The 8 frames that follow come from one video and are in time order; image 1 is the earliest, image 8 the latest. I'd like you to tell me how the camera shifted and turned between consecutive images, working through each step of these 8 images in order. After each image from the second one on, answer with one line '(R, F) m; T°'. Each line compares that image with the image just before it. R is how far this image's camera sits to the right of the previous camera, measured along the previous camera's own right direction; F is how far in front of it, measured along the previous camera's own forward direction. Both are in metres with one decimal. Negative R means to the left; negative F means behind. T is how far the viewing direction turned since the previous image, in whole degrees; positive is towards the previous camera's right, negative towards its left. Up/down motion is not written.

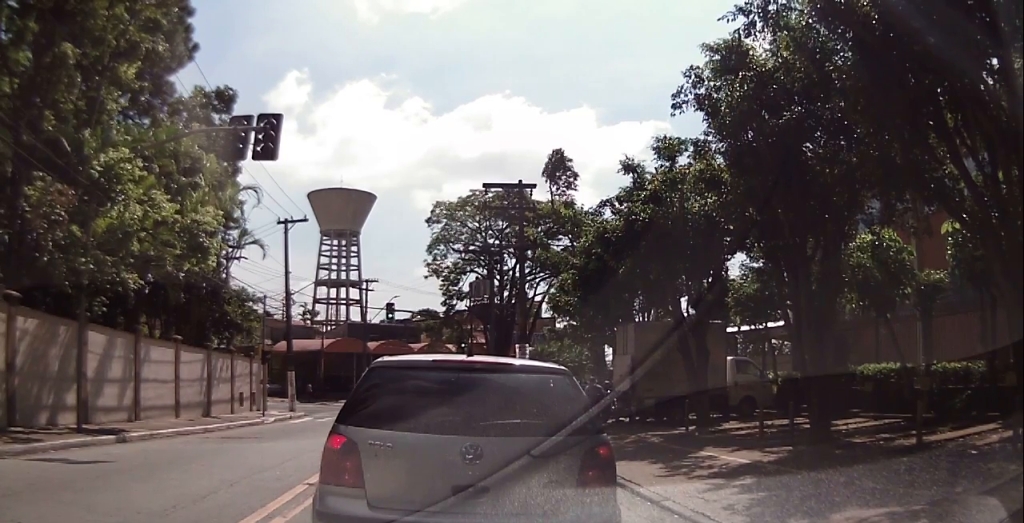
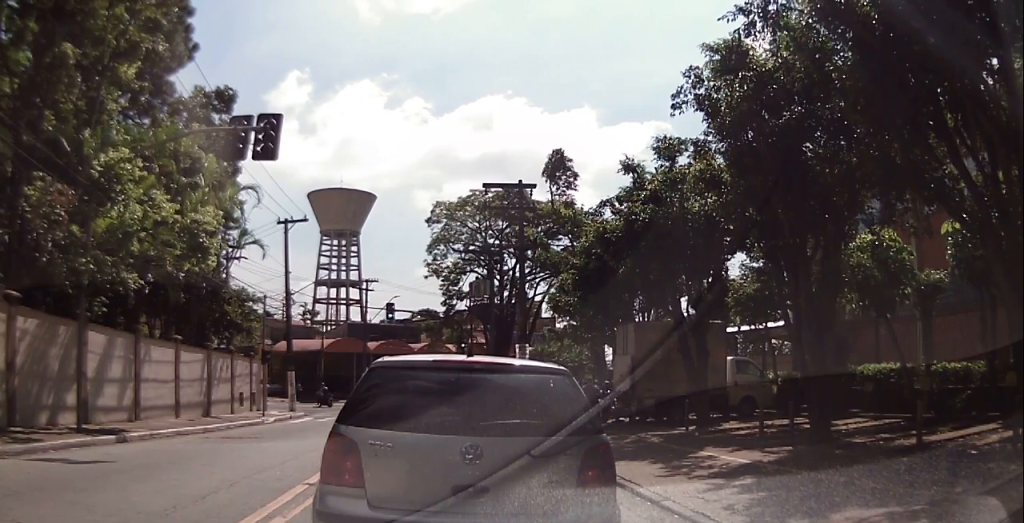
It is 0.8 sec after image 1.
(0.0, 0.0) m; 0°
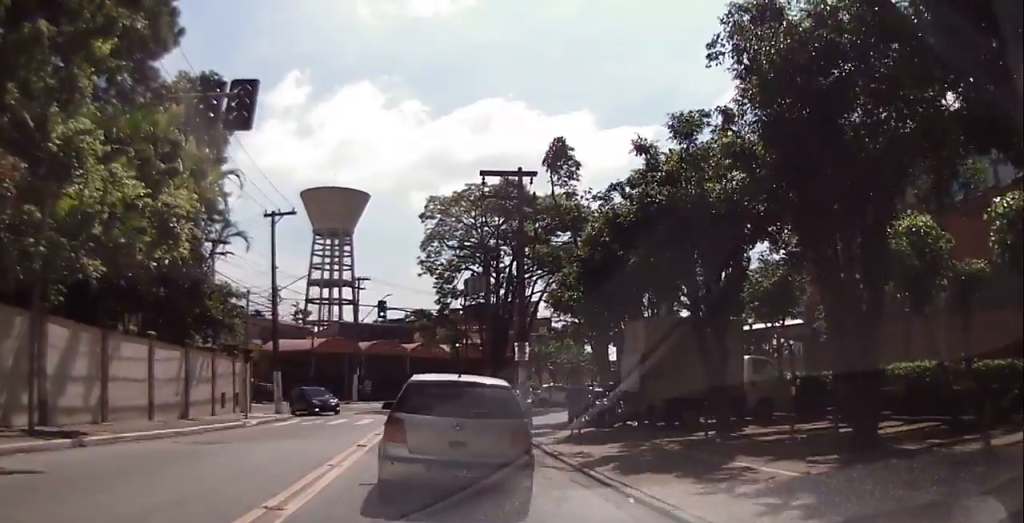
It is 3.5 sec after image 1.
(+0.3, +1.2) m; 0°
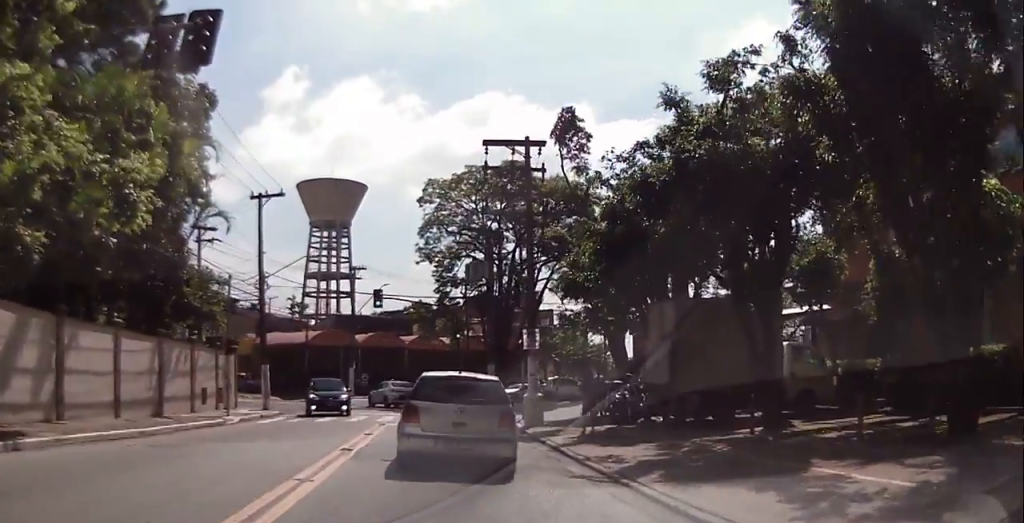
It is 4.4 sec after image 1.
(0.0, +1.2) m; -1°
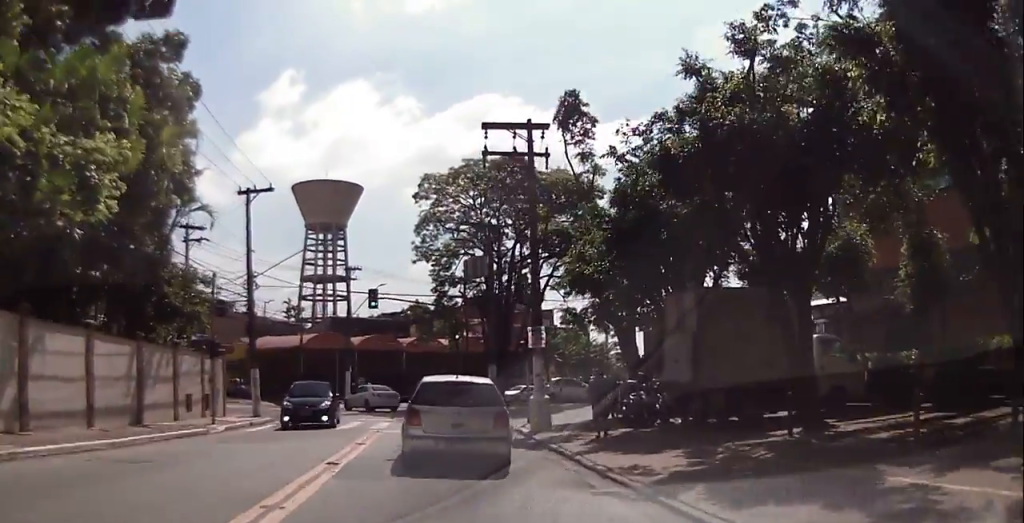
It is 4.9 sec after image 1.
(0.0, +0.7) m; -2°
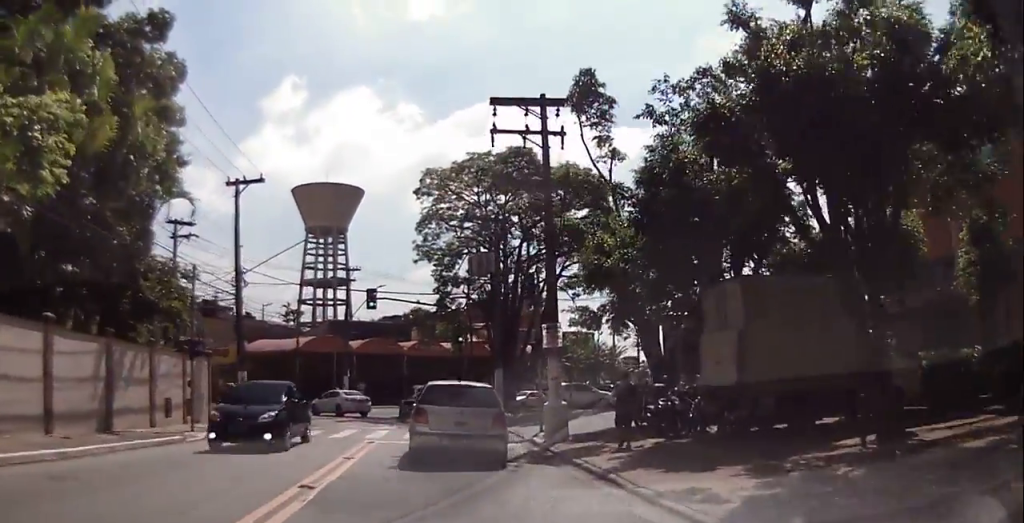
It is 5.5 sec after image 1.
(0.0, +1.2) m; -2°
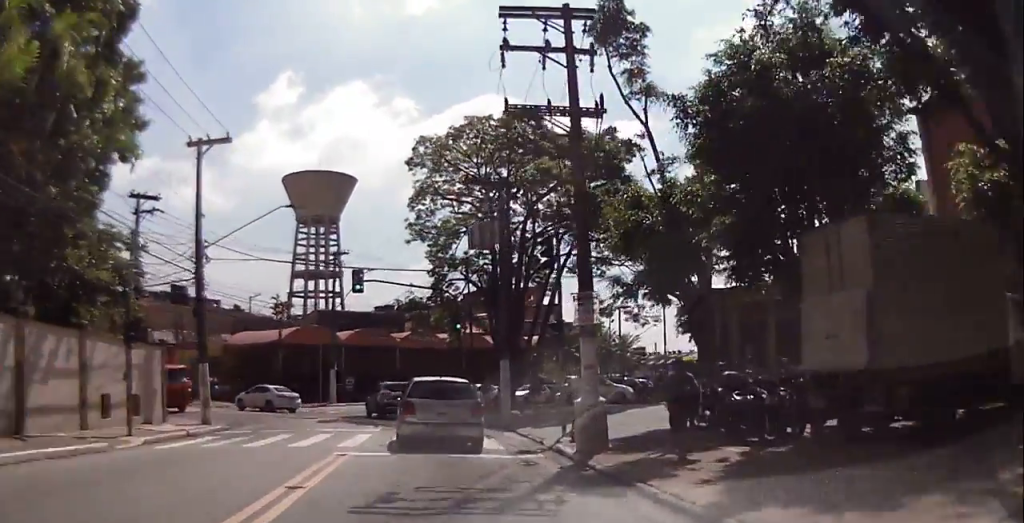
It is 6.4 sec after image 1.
(-0.1, +2.9) m; -2°
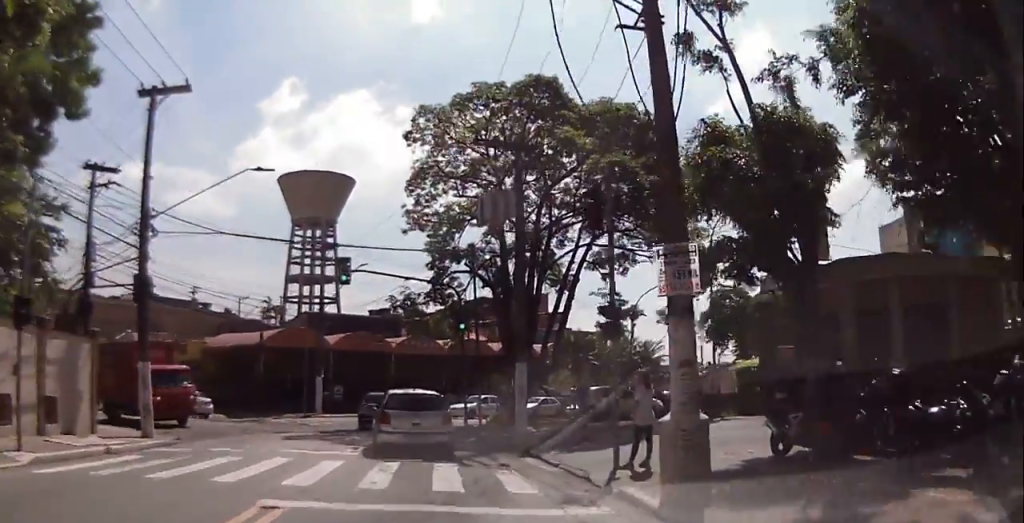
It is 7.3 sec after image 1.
(0.0, +4.1) m; 0°
